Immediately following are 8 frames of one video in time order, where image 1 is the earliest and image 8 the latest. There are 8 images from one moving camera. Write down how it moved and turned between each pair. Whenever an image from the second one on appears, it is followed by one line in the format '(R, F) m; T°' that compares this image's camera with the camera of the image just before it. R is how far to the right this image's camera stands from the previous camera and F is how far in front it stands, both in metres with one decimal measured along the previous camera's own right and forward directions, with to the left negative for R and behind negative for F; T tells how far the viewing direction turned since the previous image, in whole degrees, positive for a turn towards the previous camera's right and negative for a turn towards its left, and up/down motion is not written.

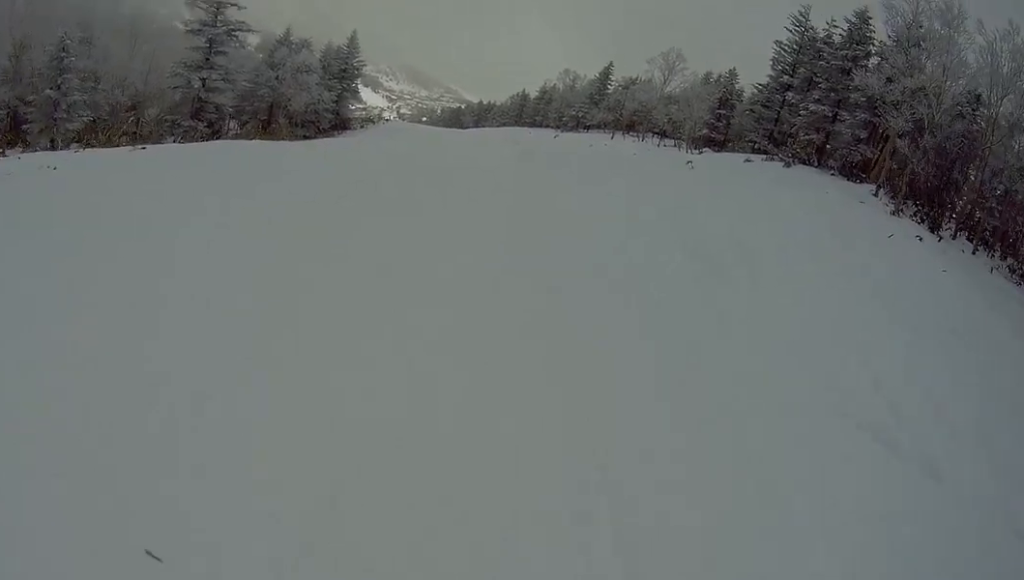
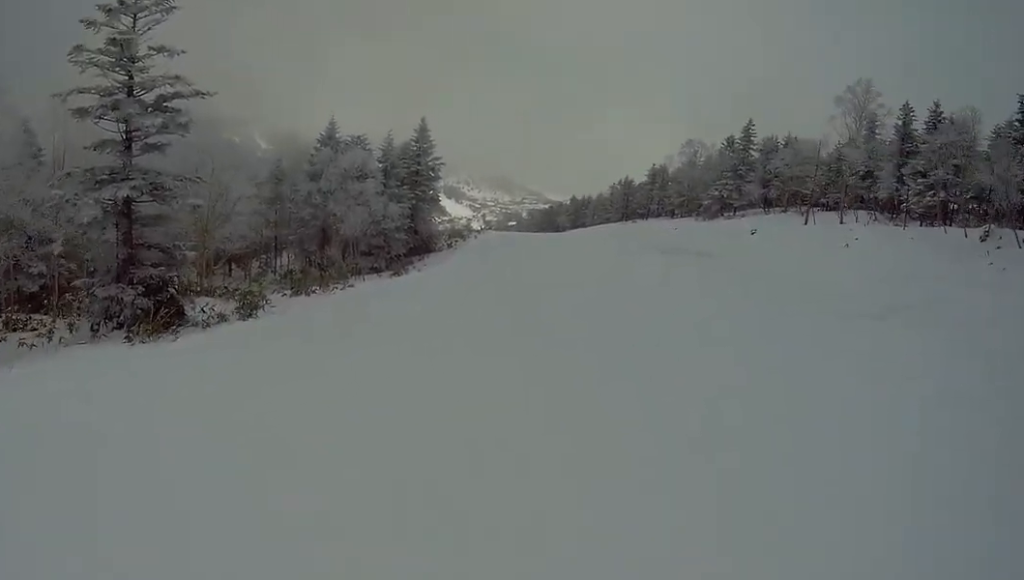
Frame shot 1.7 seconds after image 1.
(-1.3, +17.1) m; -12°
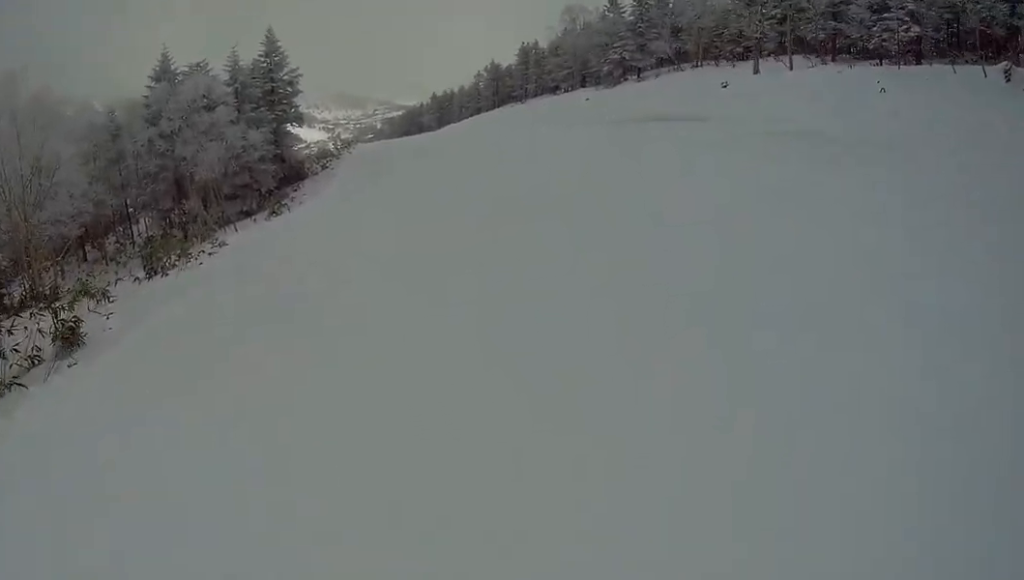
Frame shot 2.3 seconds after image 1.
(-0.7, +6.5) m; 0°
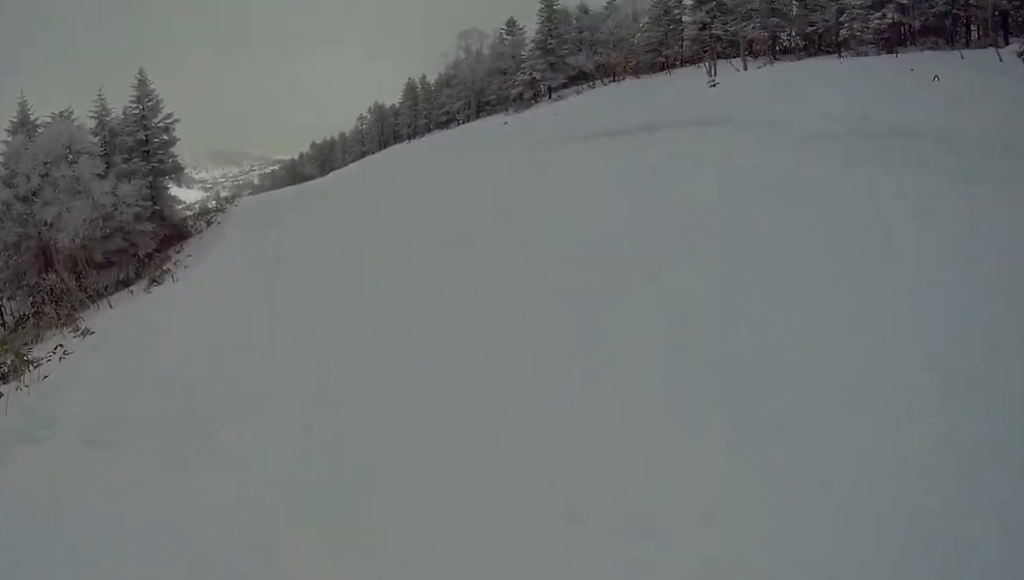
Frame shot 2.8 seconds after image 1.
(-0.3, +5.2) m; +1°
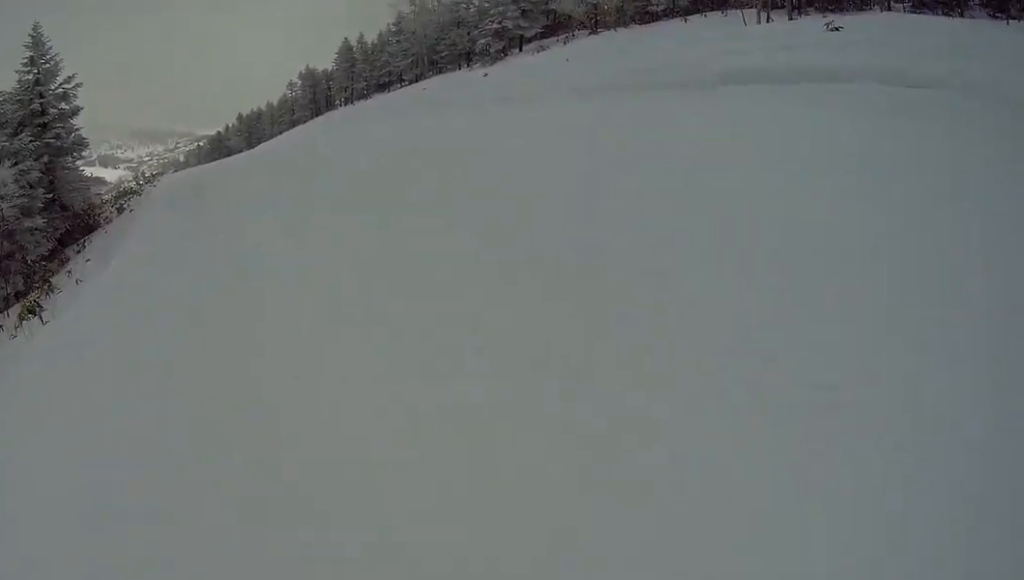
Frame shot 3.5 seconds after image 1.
(+0.7, +7.1) m; +4°
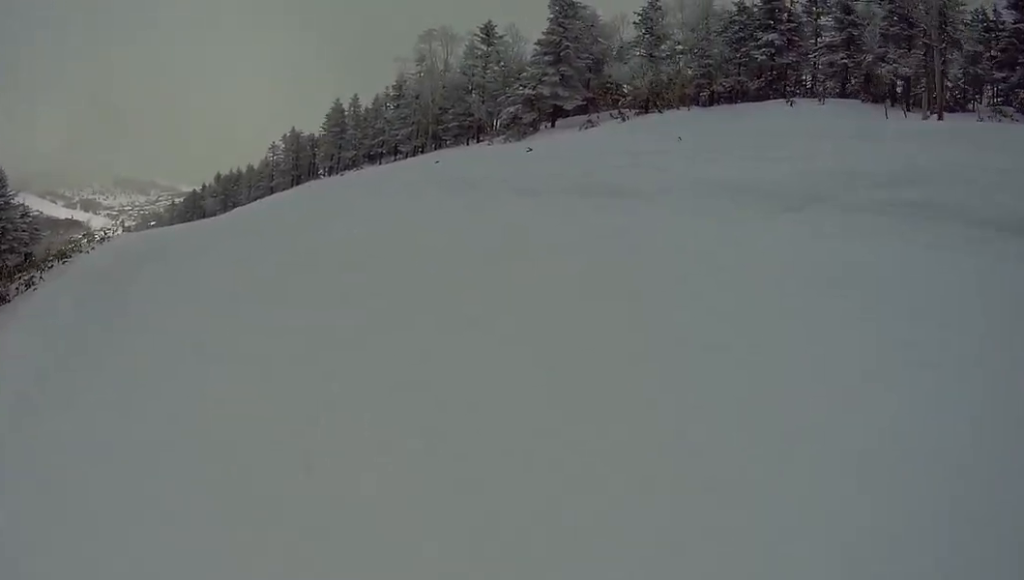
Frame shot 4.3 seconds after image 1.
(+0.2, +9.3) m; +1°
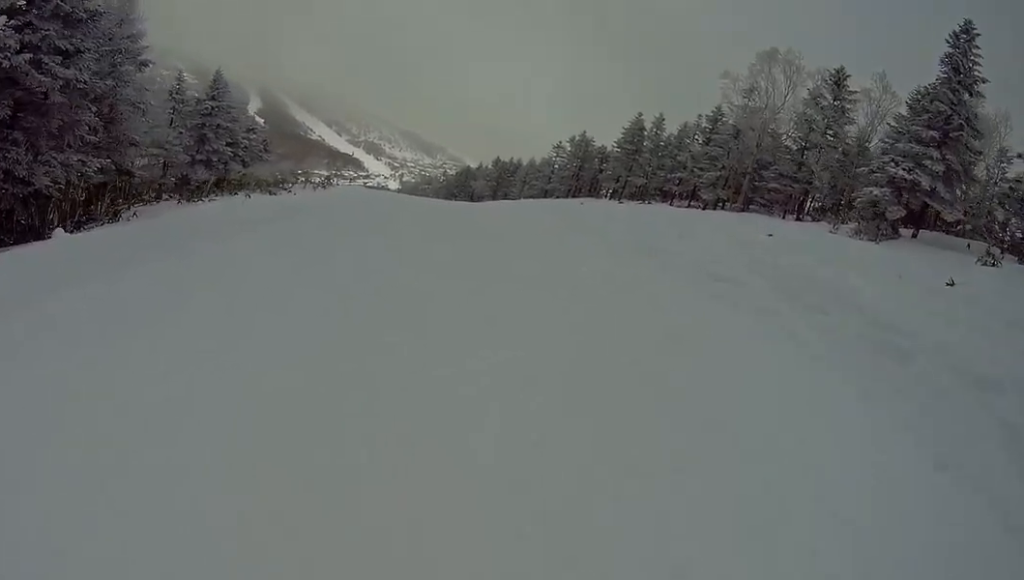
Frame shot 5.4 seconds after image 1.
(-0.1, +12.5) m; -8°
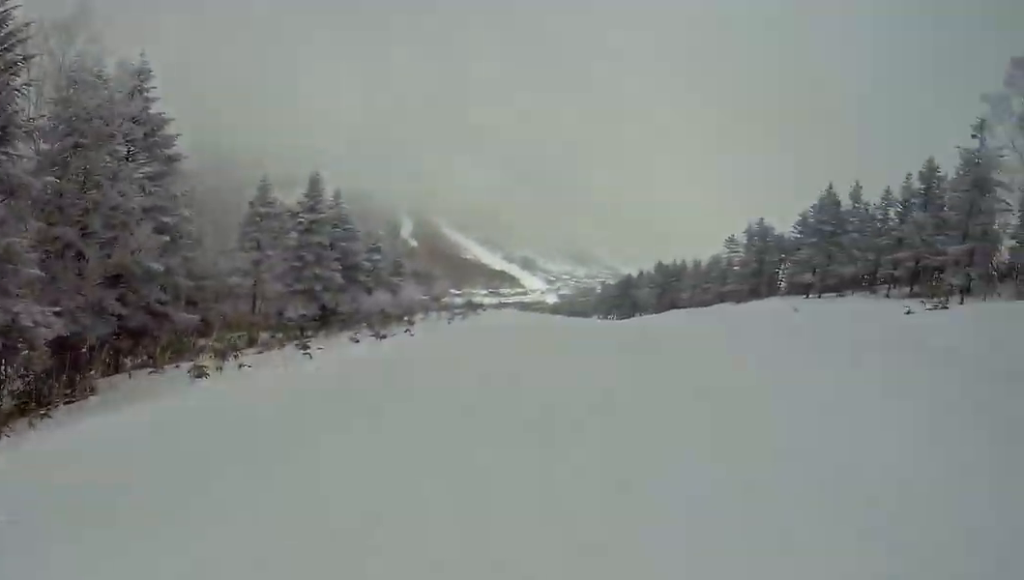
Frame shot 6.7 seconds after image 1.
(-2.2, +14.3) m; -4°
